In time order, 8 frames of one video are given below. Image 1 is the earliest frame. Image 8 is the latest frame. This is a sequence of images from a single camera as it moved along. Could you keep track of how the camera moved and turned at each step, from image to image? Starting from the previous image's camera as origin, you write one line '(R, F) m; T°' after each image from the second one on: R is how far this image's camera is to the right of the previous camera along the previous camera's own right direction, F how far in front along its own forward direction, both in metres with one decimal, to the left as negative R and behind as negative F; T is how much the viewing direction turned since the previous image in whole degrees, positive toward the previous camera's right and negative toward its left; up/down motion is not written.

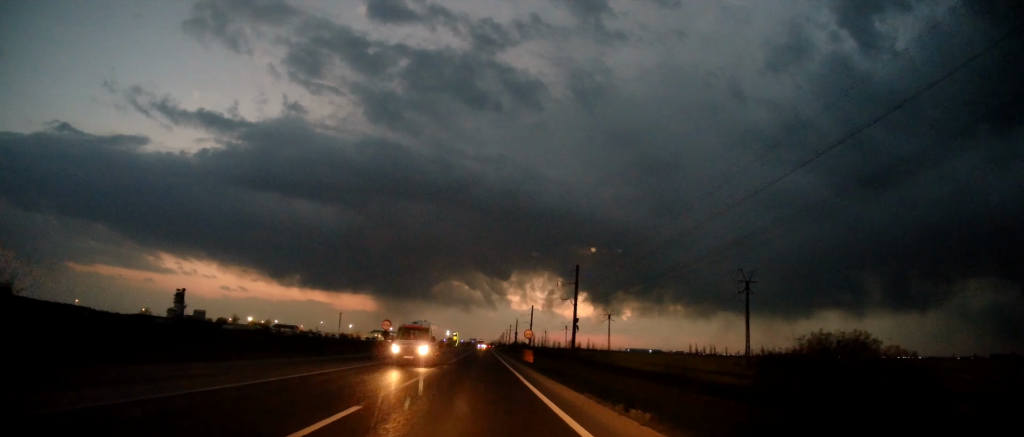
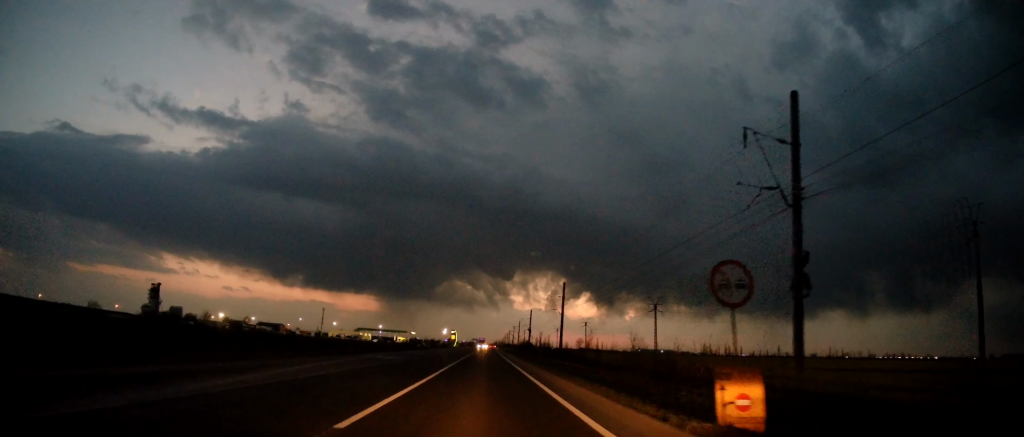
(+0.2, +38.3) m; -1°
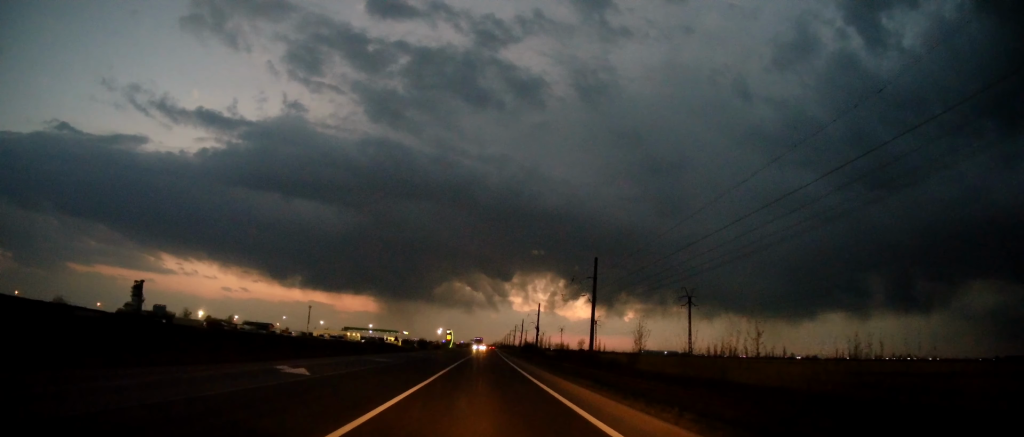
(-0.3, +19.6) m; 0°
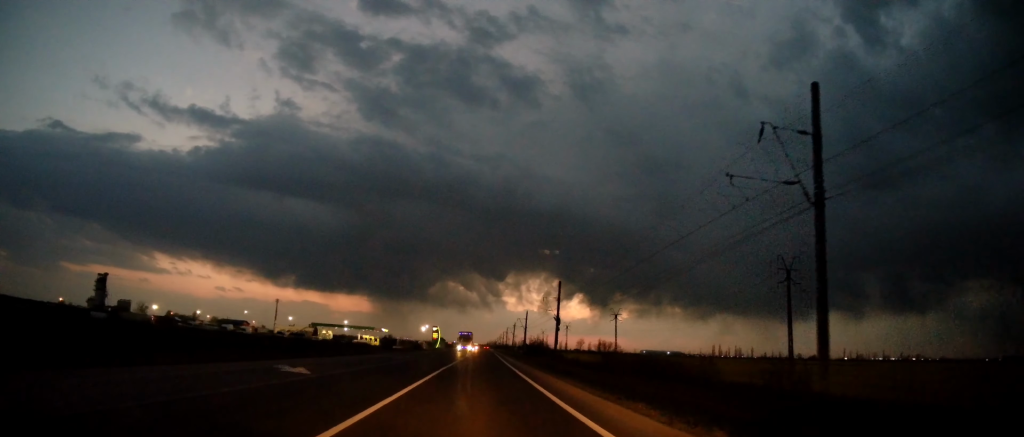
(+0.4, +33.5) m; +1°
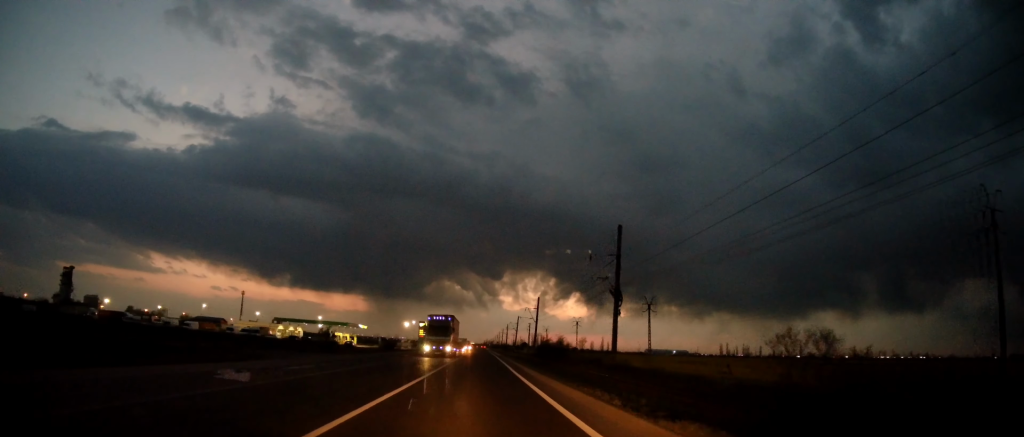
(+0.3, +30.2) m; +1°
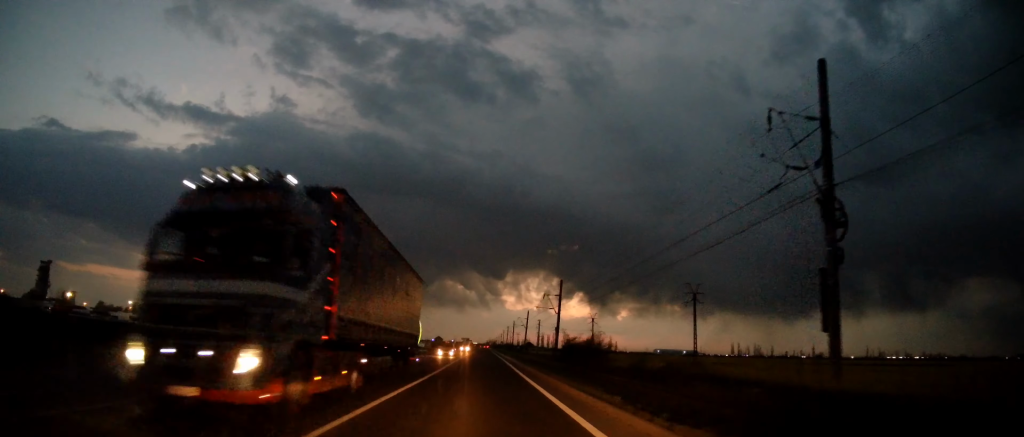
(+0.1, +22.5) m; 0°
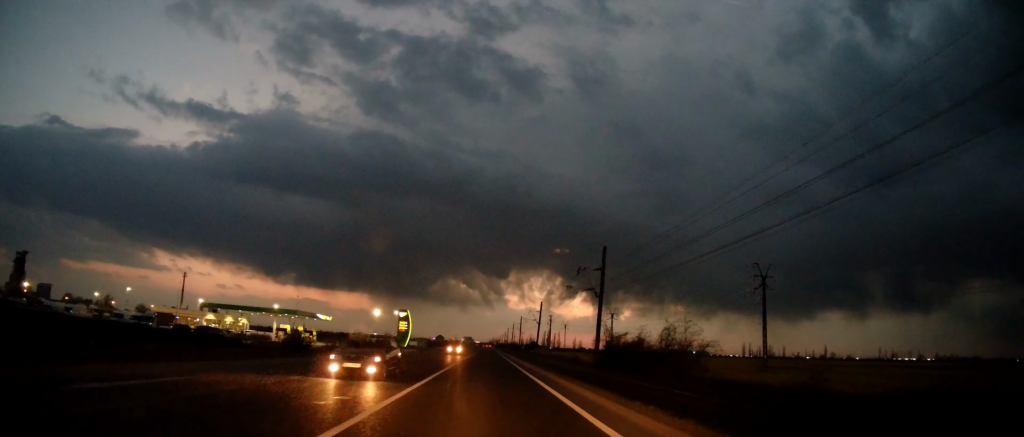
(-0.1, +21.7) m; -1°
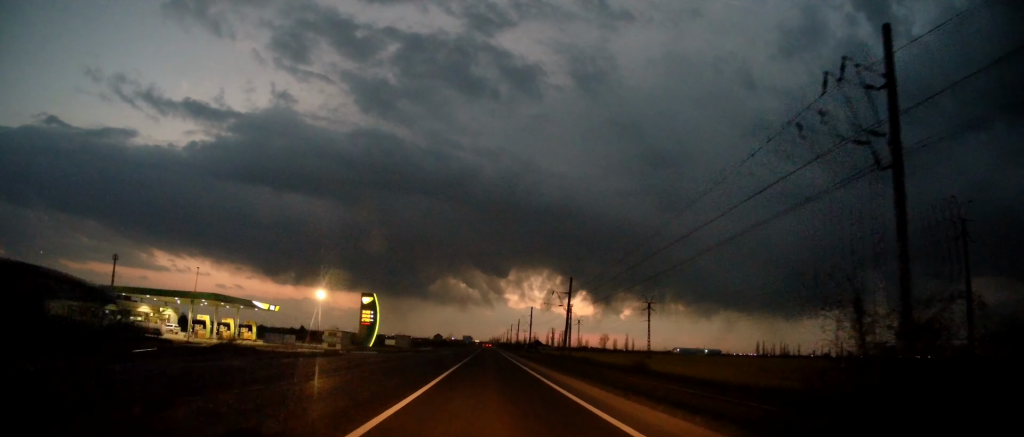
(-0.2, +32.3) m; 0°
